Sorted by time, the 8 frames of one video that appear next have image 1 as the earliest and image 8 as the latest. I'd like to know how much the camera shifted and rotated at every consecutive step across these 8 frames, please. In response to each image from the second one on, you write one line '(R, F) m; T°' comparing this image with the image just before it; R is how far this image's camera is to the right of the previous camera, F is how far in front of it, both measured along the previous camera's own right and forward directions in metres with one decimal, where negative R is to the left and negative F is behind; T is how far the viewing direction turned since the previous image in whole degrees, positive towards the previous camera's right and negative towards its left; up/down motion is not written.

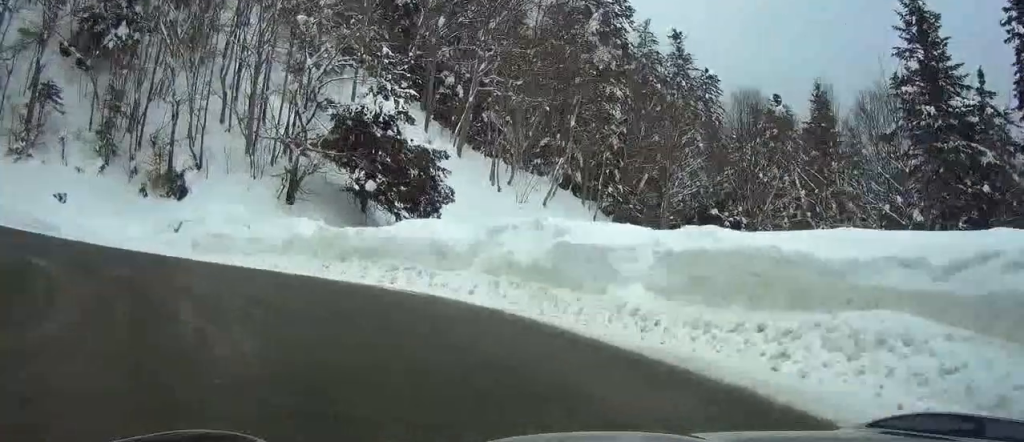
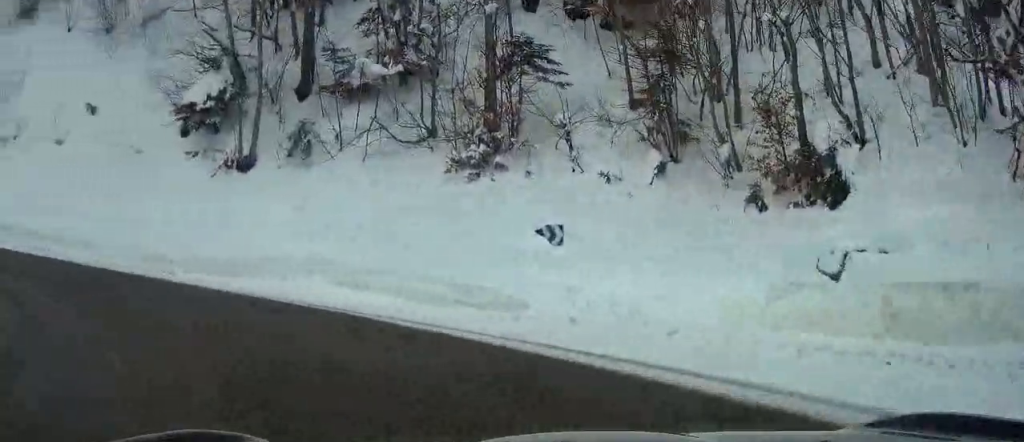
(-6.2, +15.3) m; -56°
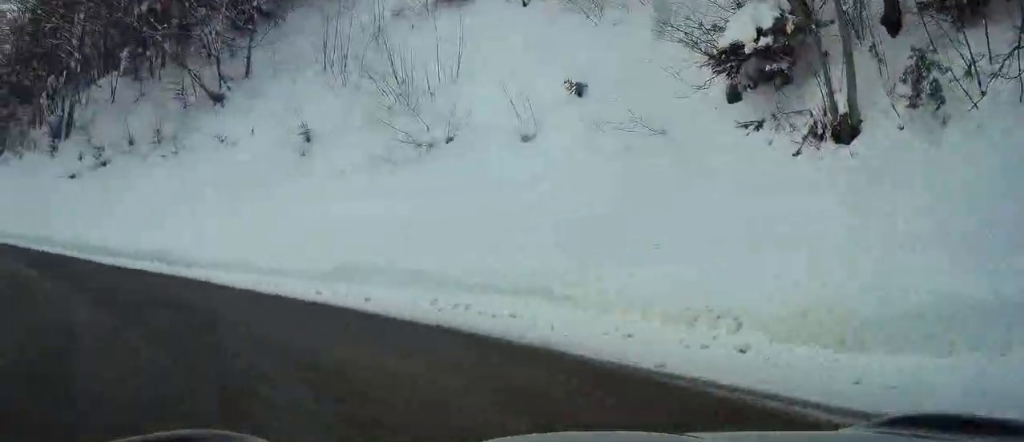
(-3.7, +8.2) m; -50°
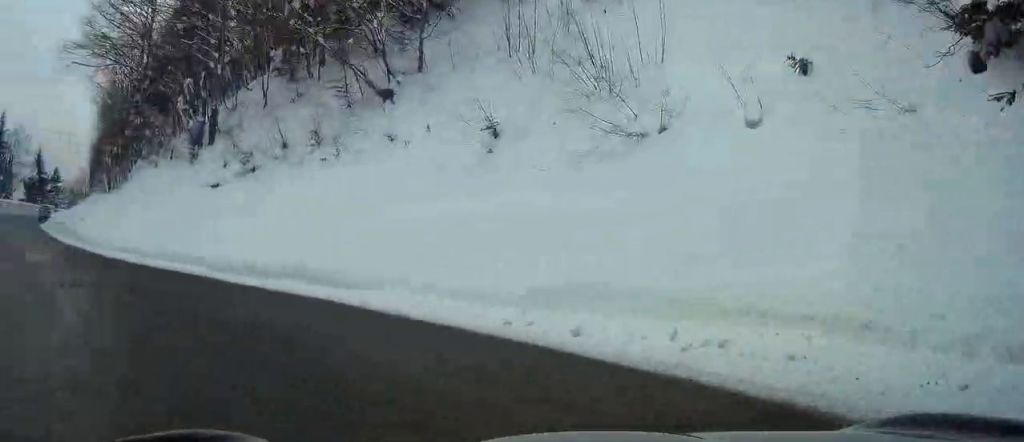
(-0.5, +2.7) m; -15°
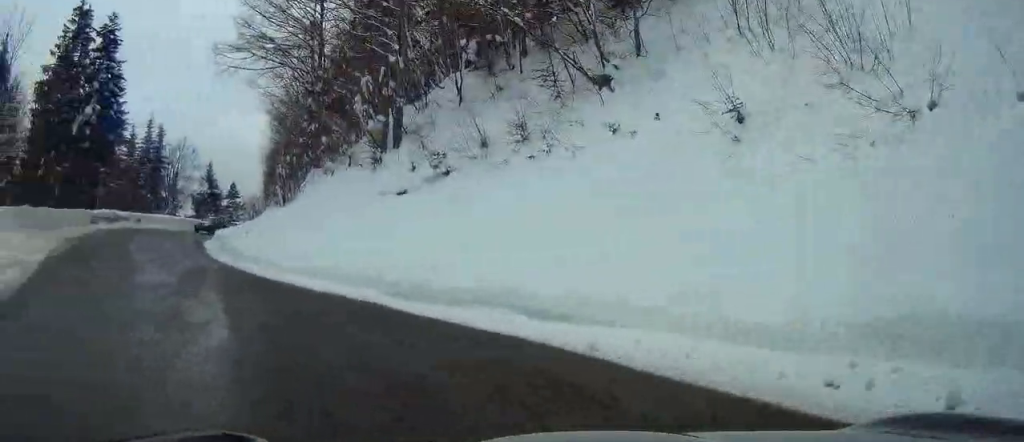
(-0.7, +4.0) m; -19°
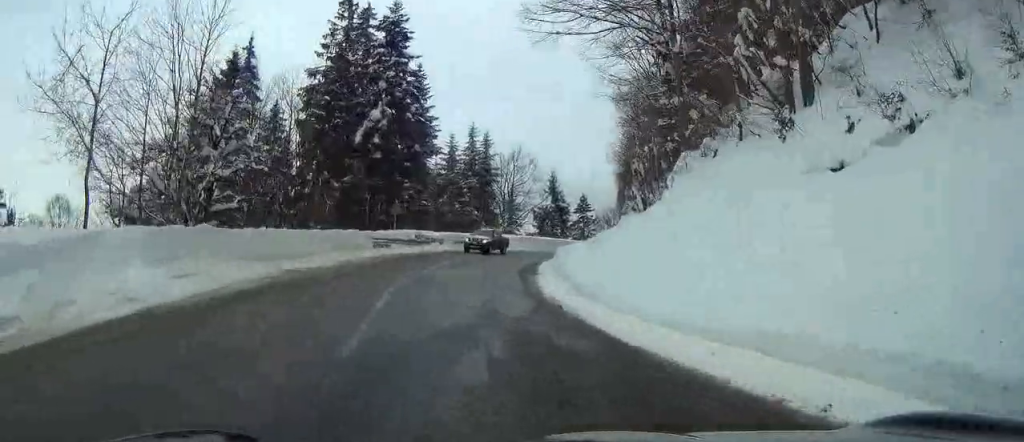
(-2.6, +9.1) m; -24°
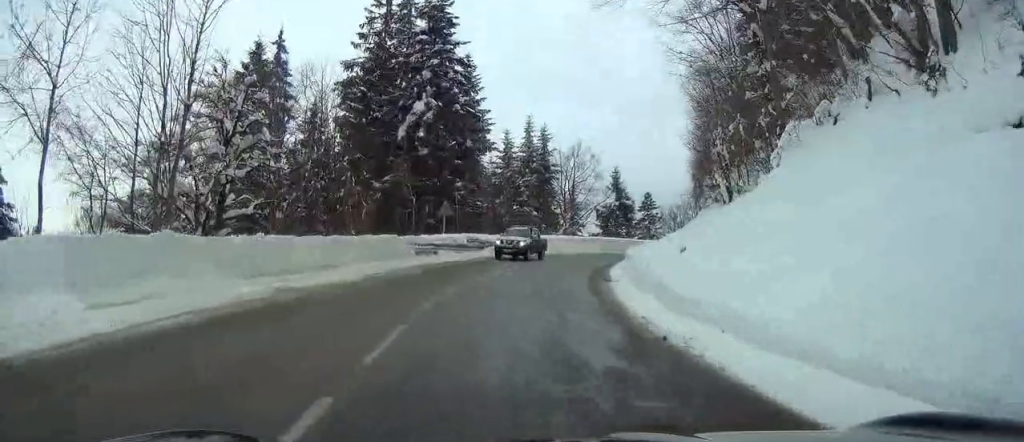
(-0.2, +4.1) m; -5°
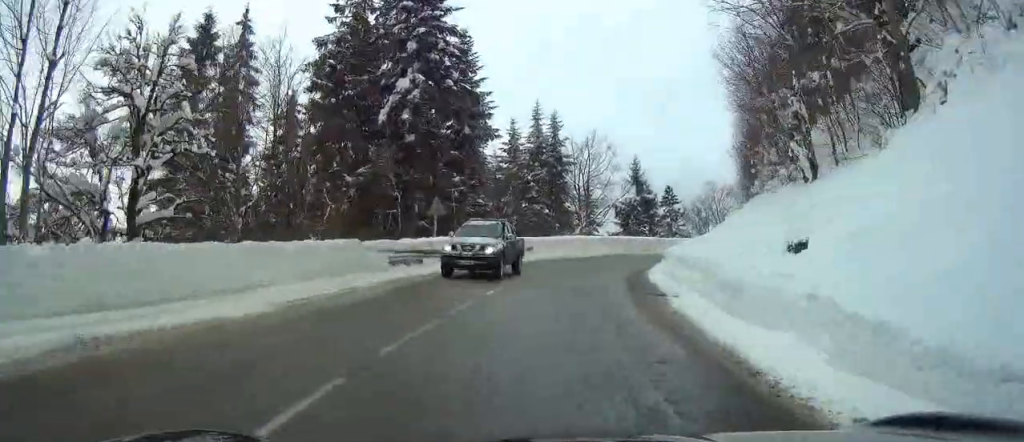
(-0.5, +7.7) m; -3°
